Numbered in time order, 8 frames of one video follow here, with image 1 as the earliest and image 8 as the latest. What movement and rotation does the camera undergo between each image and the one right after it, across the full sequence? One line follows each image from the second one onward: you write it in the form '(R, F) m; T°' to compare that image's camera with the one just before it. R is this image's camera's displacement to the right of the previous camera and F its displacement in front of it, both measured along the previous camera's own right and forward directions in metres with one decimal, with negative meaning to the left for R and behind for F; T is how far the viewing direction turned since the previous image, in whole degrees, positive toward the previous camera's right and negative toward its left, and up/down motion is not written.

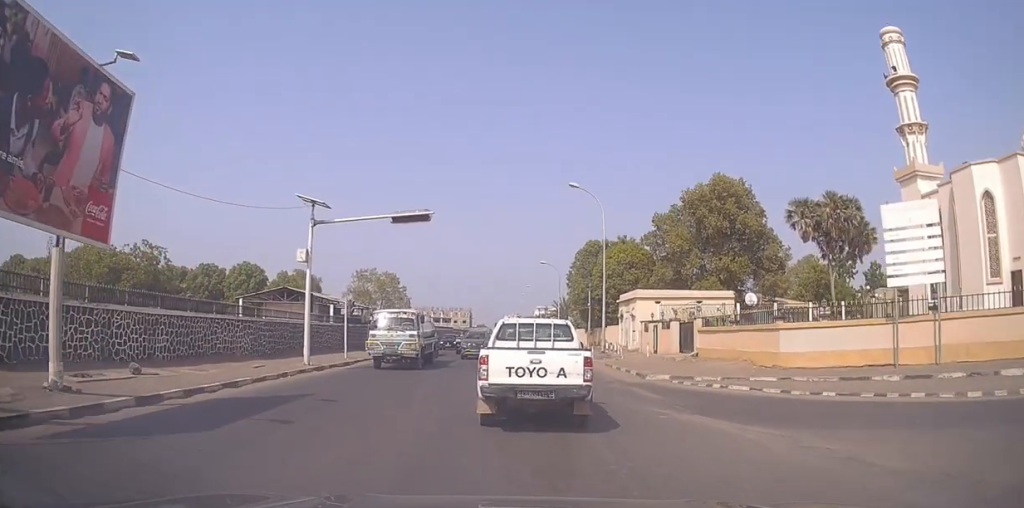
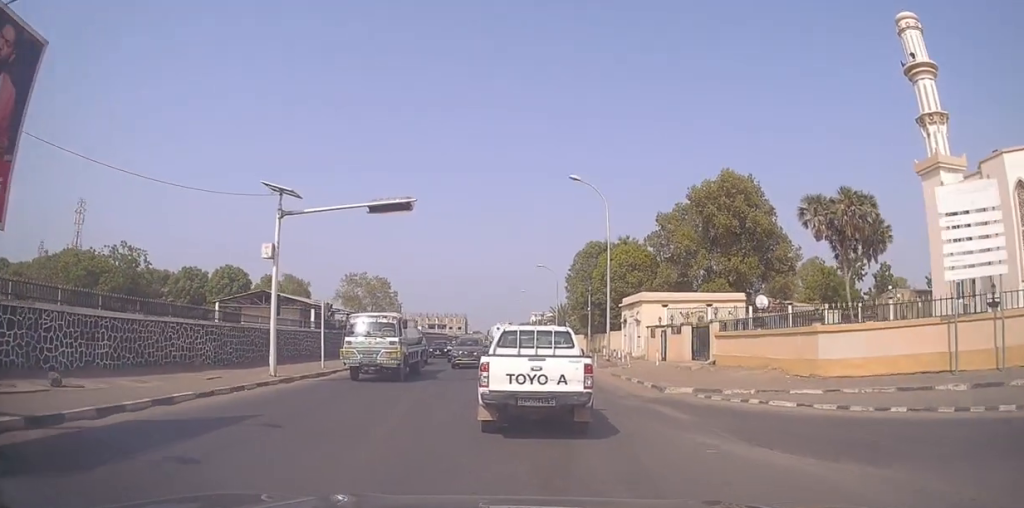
(0.0, +3.1) m; 0°
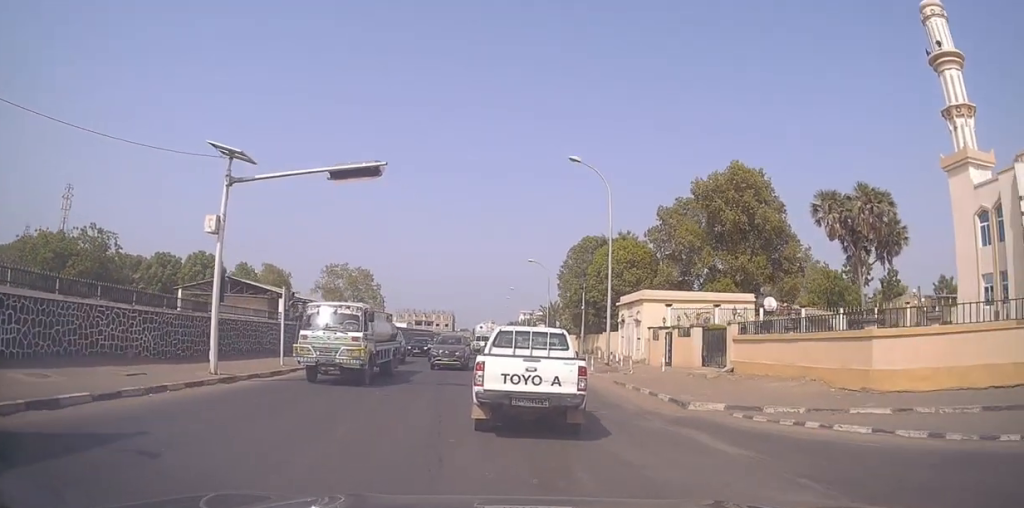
(0.0, +3.6) m; -1°
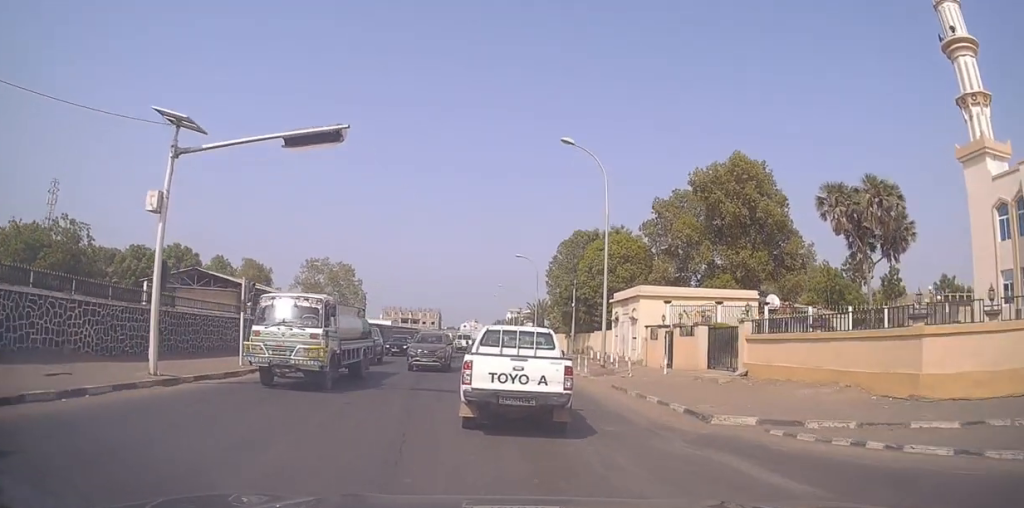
(0.0, +2.6) m; 0°
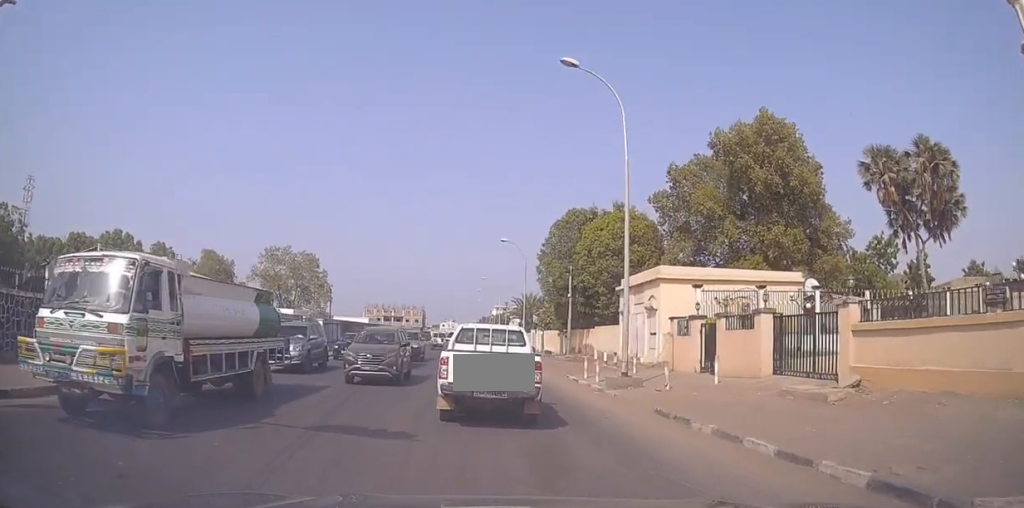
(0.0, +7.7) m; +4°
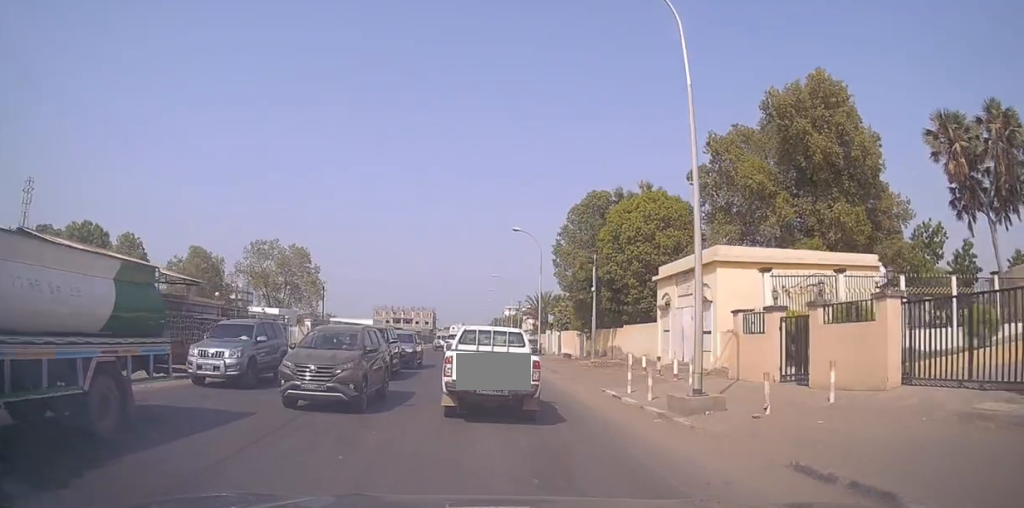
(+0.4, +5.7) m; +2°
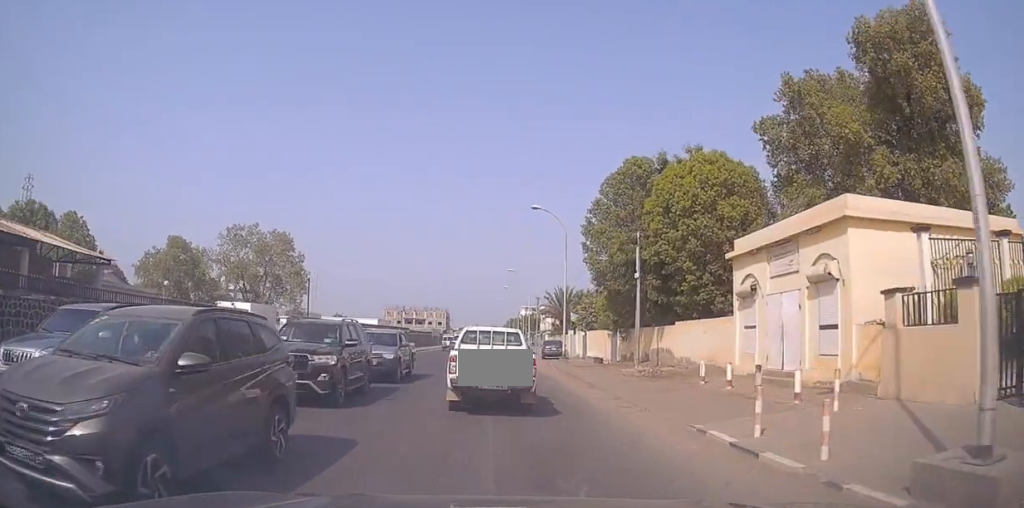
(-0.4, +7.2) m; 0°
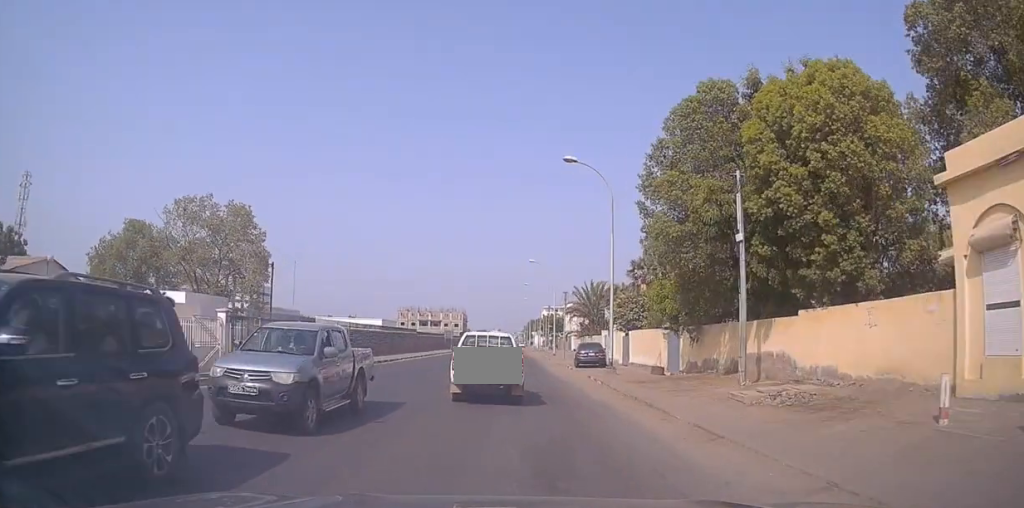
(-0.4, +9.9) m; -8°
